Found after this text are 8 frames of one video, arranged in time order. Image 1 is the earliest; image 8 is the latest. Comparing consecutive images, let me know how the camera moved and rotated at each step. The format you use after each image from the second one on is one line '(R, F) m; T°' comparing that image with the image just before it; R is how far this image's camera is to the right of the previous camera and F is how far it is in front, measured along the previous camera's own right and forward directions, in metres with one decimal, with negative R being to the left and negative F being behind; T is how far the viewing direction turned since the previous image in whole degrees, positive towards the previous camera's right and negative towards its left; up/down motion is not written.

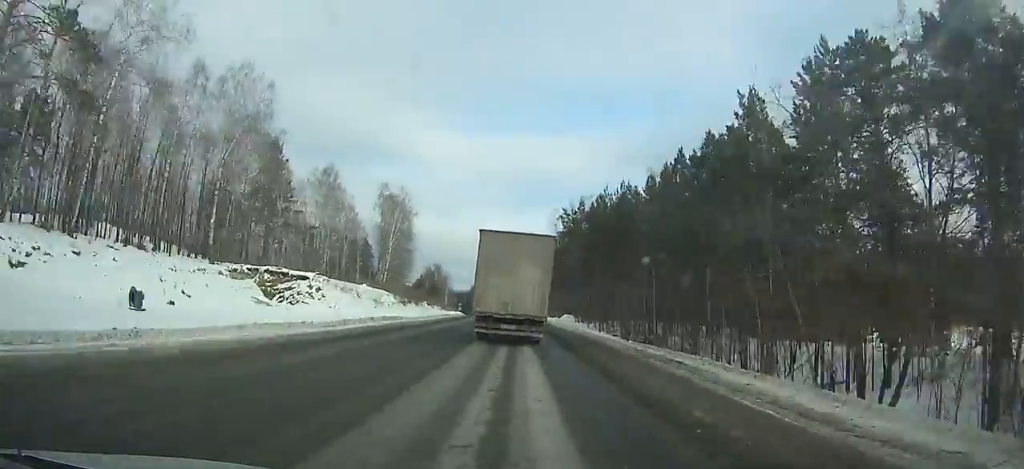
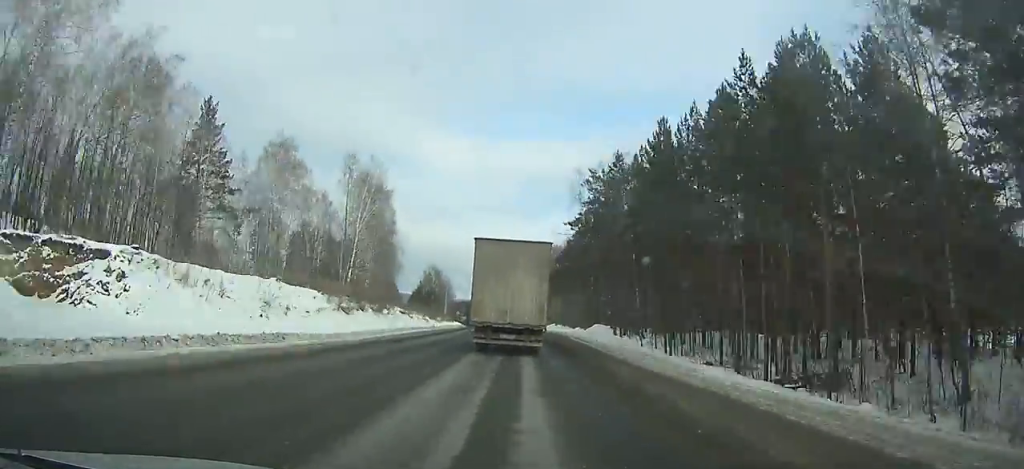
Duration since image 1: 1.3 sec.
(-0.3, +26.0) m; -1°
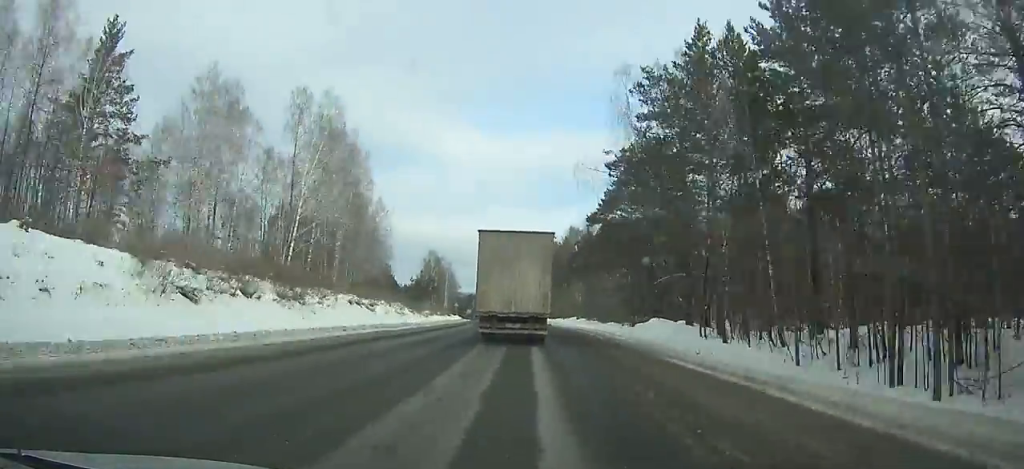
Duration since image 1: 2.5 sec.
(0.0, +24.0) m; -1°
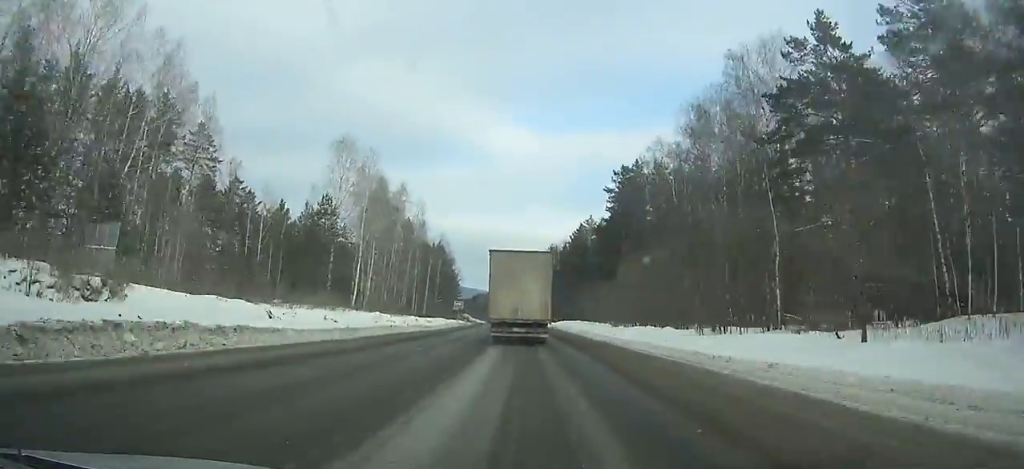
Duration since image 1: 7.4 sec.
(-3.8, +99.3) m; -4°
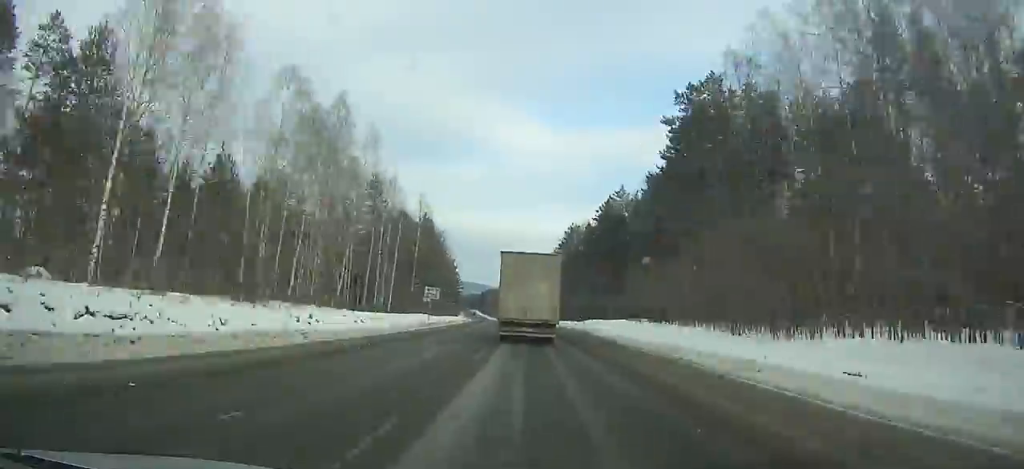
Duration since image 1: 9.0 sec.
(-0.3, +33.2) m; -1°
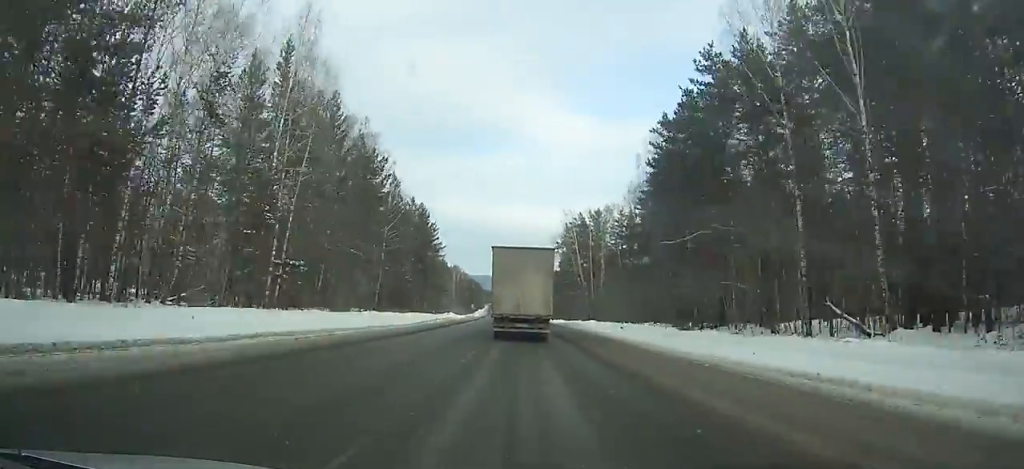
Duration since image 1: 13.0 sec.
(-2.2, +84.9) m; -3°
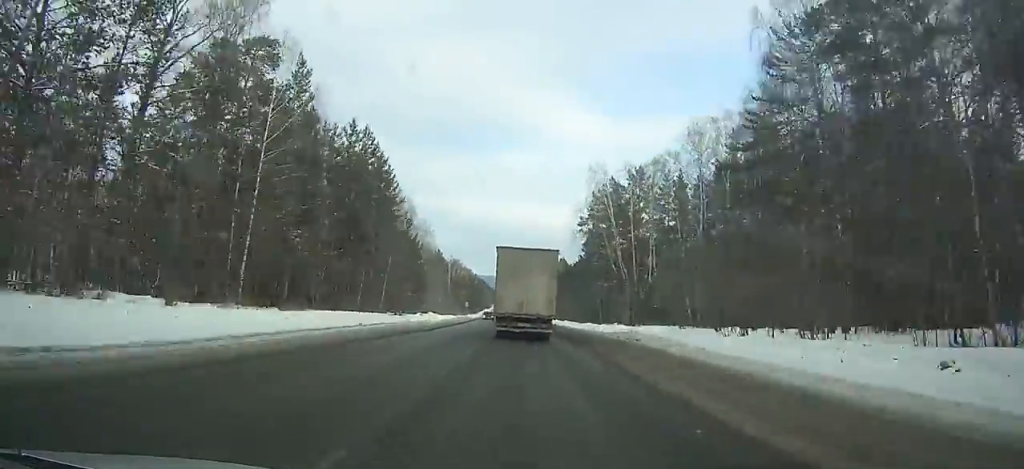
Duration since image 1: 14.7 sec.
(-0.3, +36.8) m; -1°
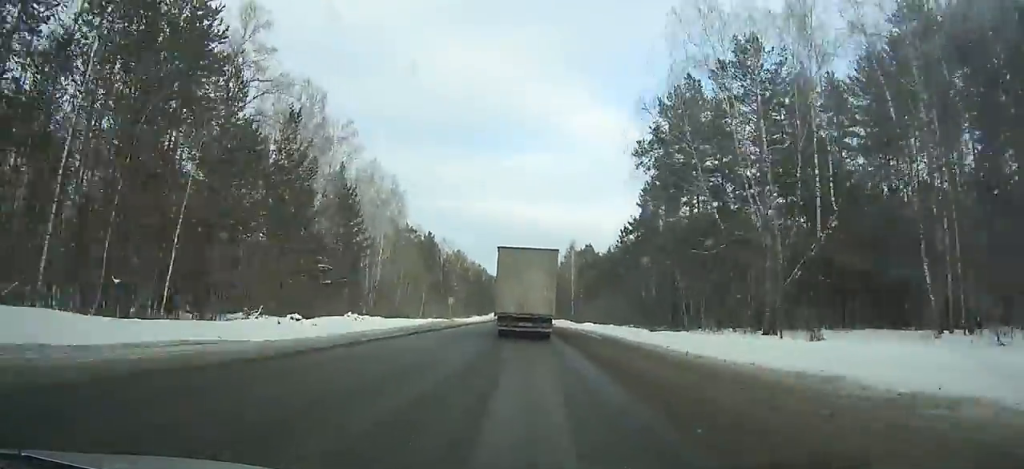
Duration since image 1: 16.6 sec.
(-0.3, +42.0) m; 0°
